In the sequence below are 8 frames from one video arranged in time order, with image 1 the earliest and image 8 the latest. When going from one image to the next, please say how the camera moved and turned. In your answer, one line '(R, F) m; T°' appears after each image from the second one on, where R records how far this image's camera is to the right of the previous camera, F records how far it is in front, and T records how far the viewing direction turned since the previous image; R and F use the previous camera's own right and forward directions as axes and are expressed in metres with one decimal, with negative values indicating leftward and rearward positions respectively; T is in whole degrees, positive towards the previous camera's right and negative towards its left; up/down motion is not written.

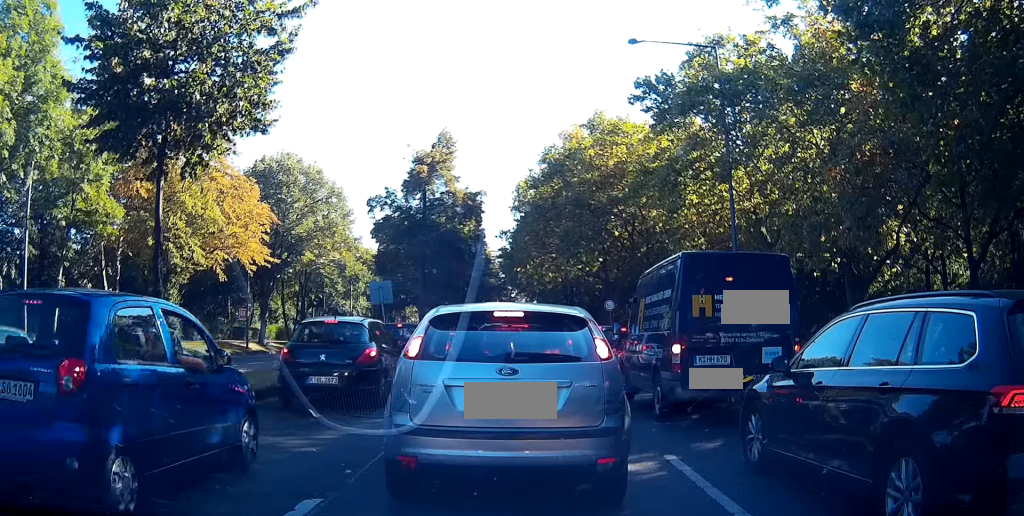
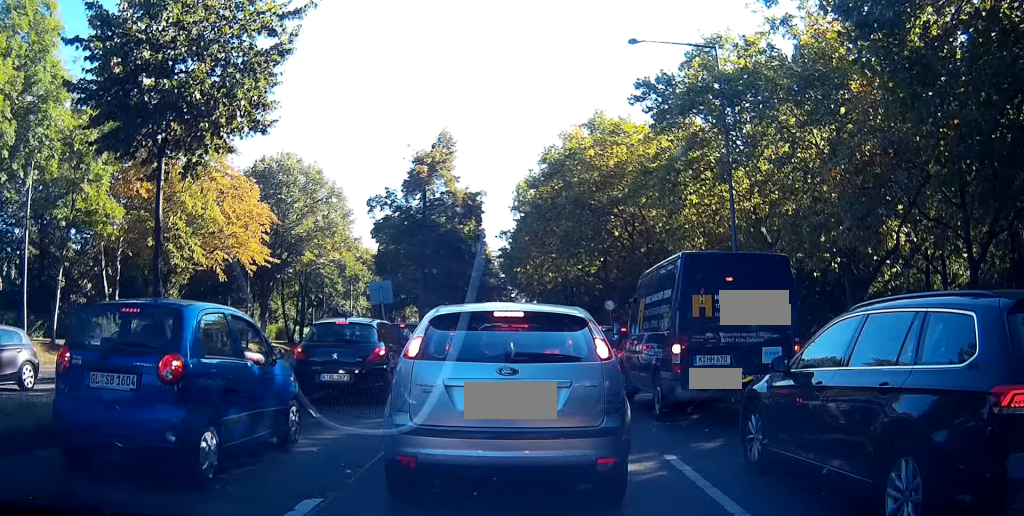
(0.0, 0.0) m; 0°
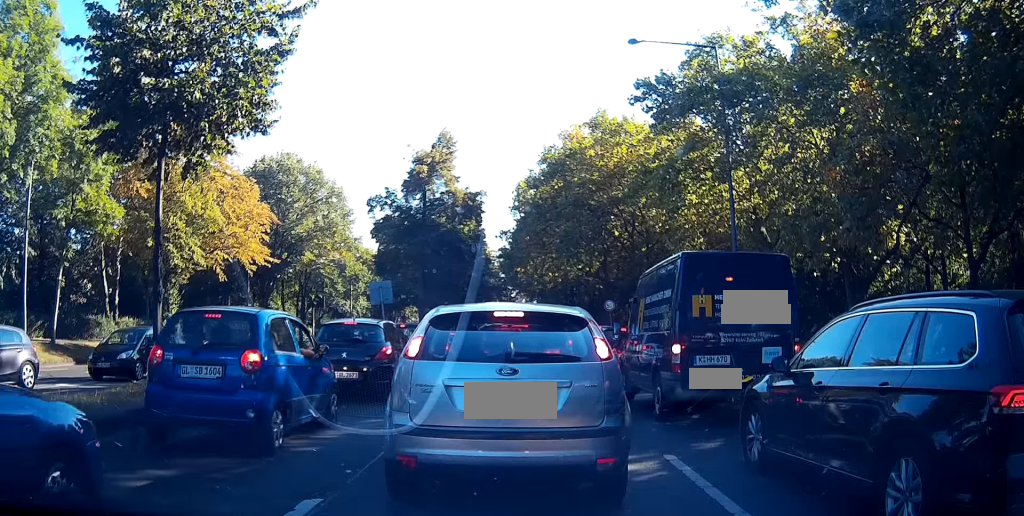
(+0.1, -0.1) m; 0°
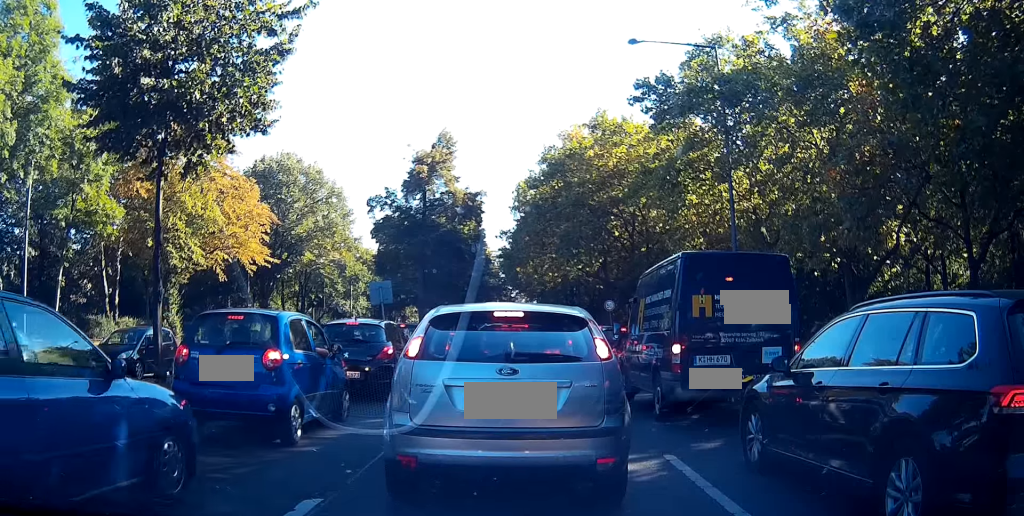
(0.0, +0.1) m; 0°
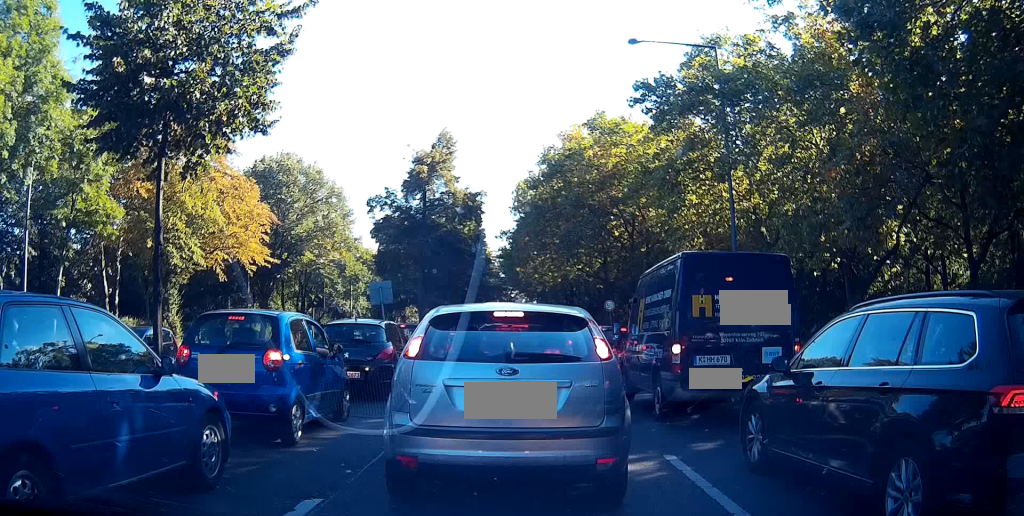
(-0.2, +0.3) m; 0°
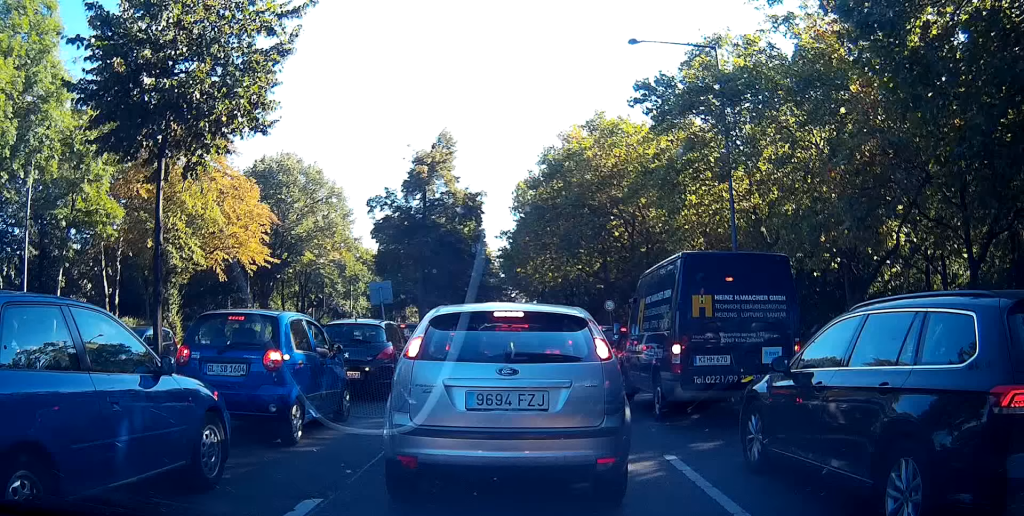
(-0.2, +0.2) m; 0°
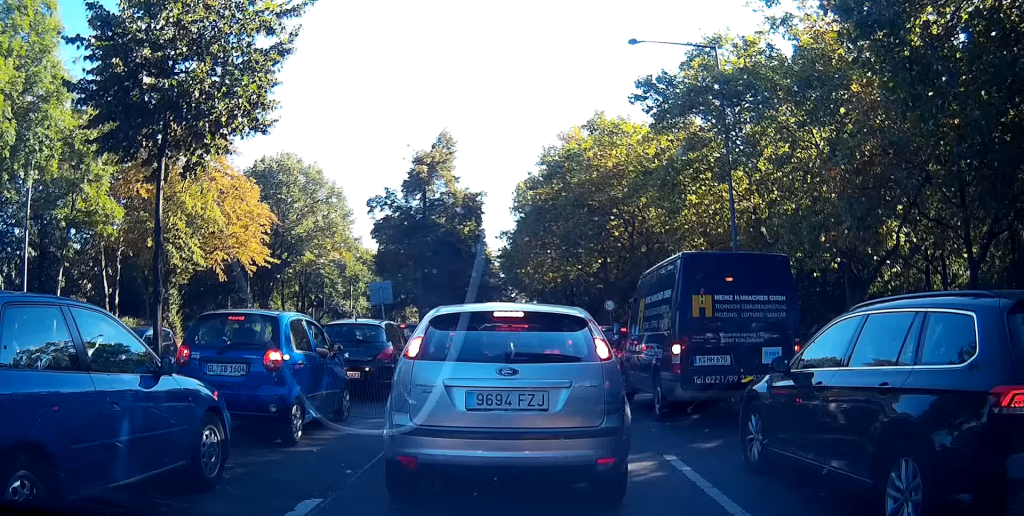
(-0.2, +0.3) m; 0°
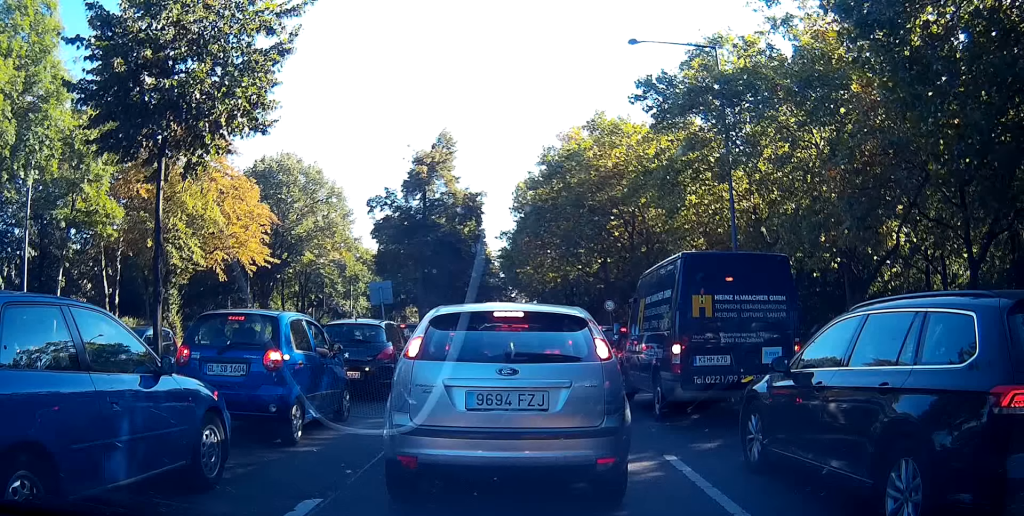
(0.0, 0.0) m; 0°
